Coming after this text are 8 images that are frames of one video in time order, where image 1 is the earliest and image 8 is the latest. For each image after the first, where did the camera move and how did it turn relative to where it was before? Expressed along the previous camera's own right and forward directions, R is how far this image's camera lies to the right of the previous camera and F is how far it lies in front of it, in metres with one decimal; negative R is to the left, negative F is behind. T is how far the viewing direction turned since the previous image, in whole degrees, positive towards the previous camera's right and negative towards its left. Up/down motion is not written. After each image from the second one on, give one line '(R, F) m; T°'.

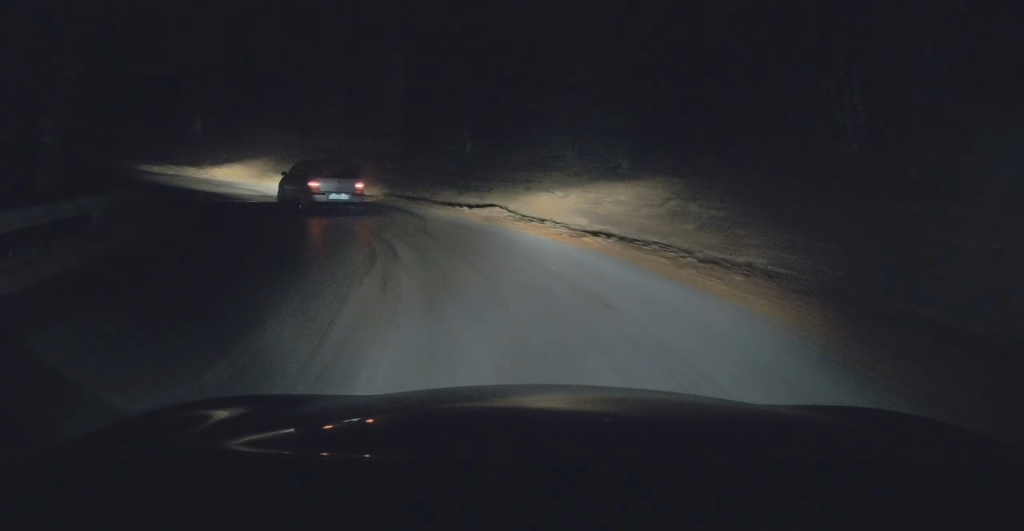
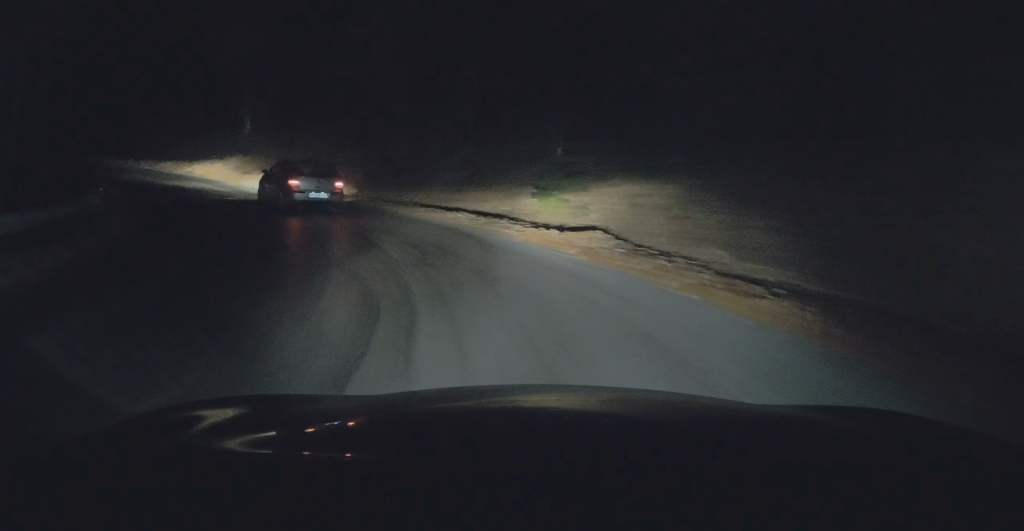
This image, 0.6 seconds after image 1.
(-0.2, +4.5) m; -6°
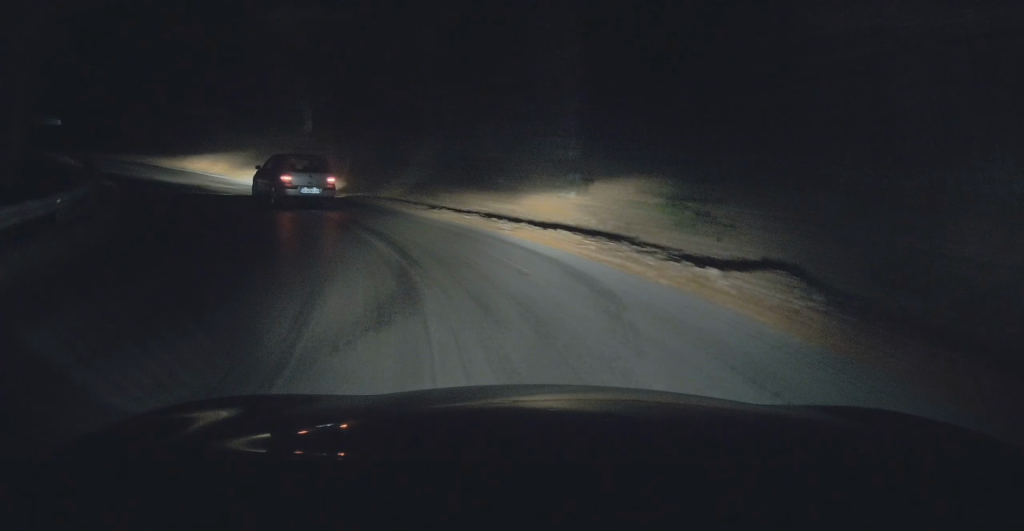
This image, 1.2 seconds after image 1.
(0.0, +4.3) m; -6°
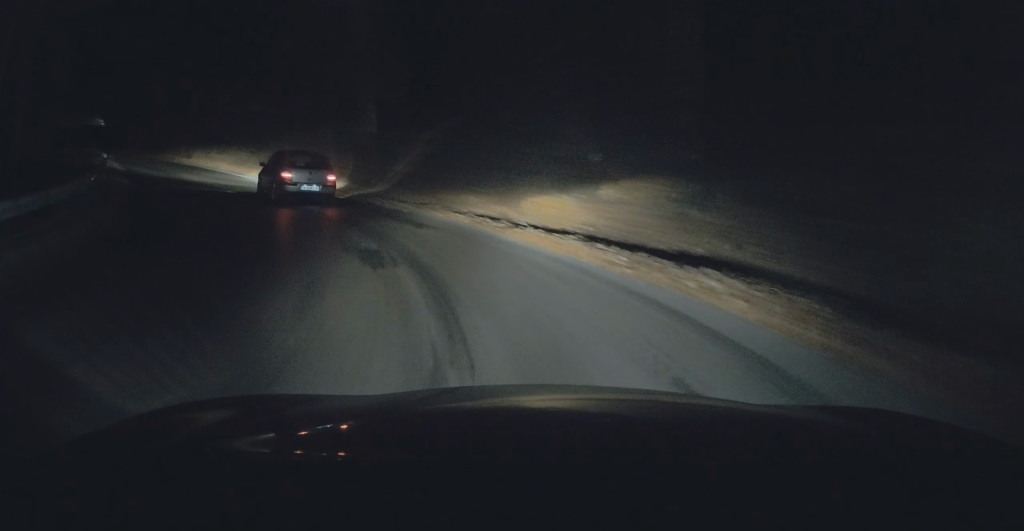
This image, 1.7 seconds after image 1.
(-0.4, +3.9) m; -8°
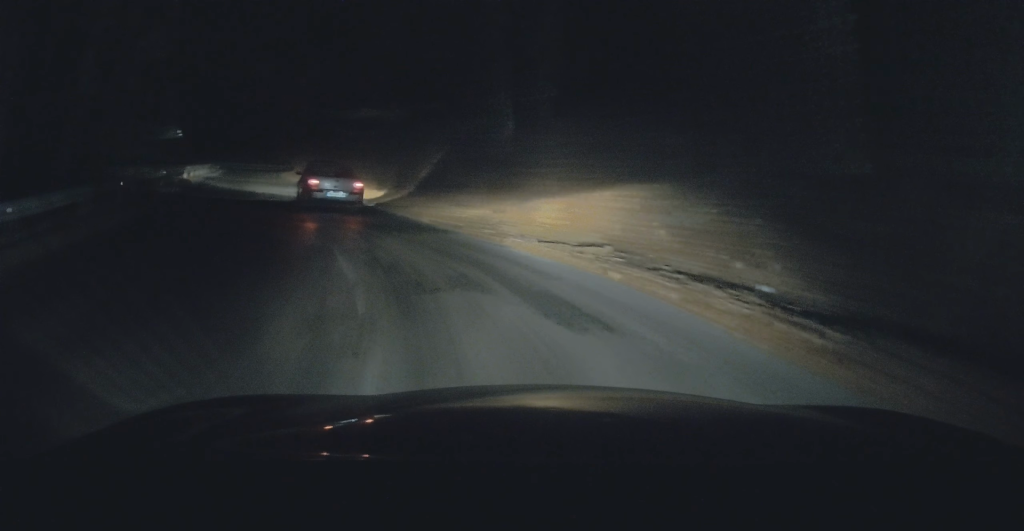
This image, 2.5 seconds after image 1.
(-0.8, +6.8) m; -14°
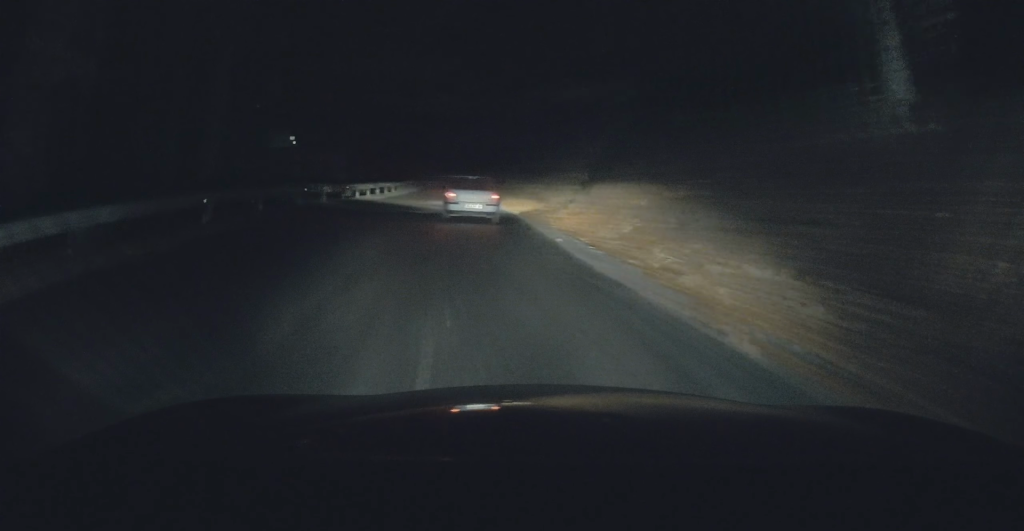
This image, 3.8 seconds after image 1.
(-1.9, +10.7) m; -19°
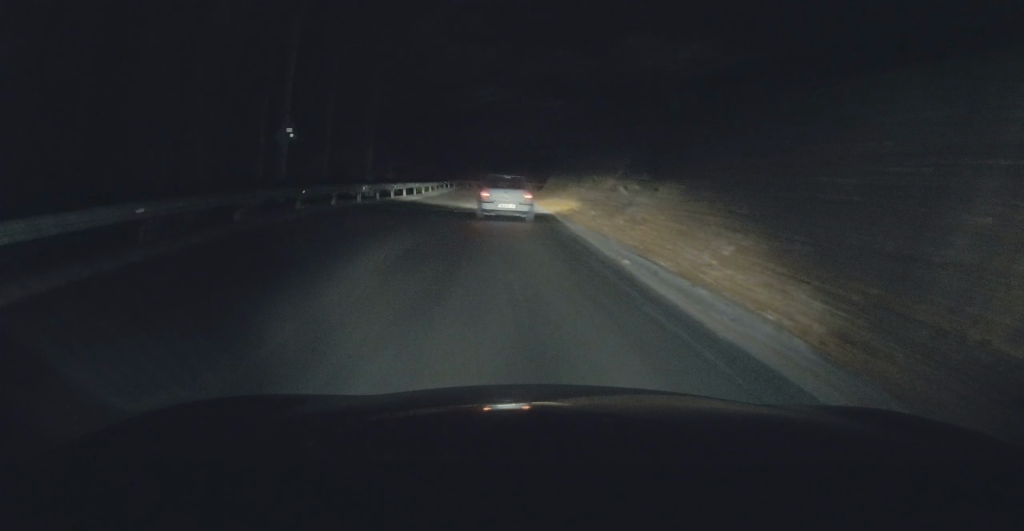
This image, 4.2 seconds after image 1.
(+0.1, +3.9) m; -6°
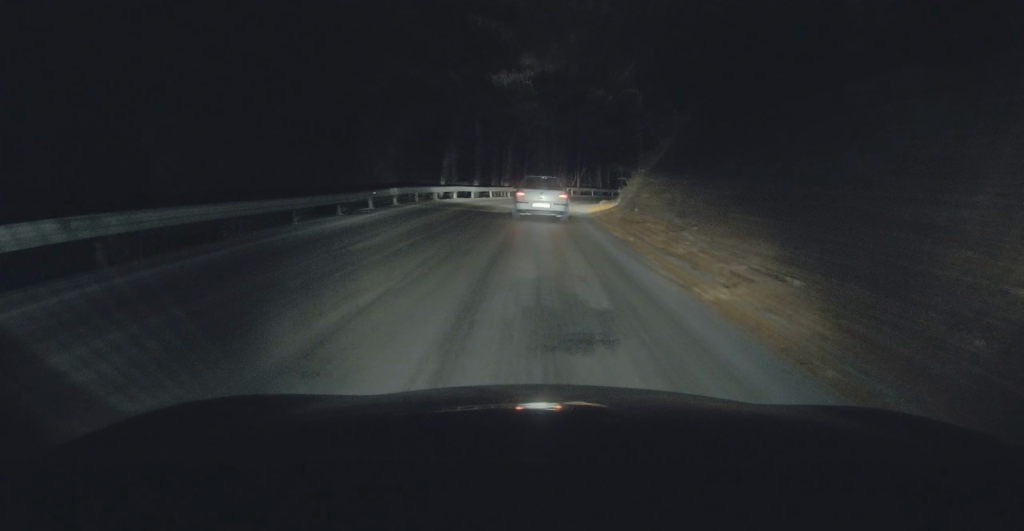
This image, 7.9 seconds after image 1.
(-3.4, +35.0) m; -8°
